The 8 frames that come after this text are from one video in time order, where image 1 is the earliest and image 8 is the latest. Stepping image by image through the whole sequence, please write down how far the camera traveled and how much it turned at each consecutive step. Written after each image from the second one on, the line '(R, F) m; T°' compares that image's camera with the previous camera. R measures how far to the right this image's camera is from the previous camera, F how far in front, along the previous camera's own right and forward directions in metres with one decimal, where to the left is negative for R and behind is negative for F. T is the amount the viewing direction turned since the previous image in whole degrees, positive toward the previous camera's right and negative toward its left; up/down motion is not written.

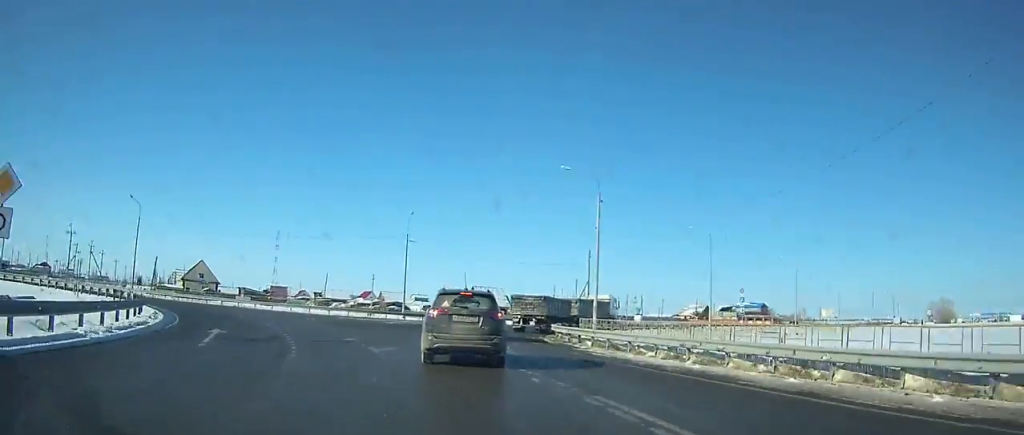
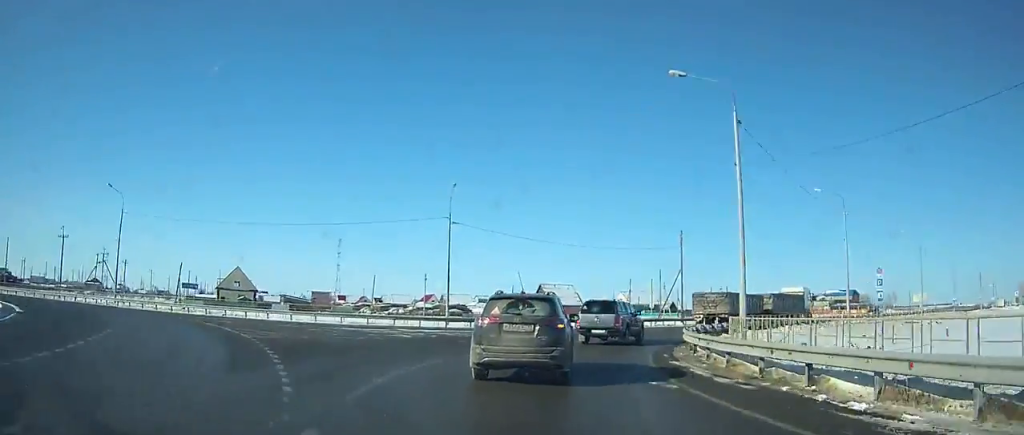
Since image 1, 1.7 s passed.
(-1.5, +15.8) m; +2°
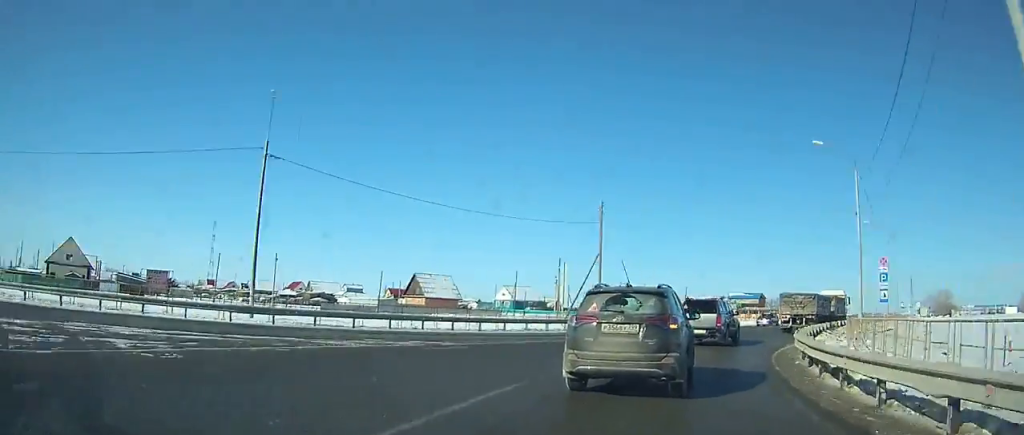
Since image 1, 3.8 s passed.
(+0.4, +19.1) m; +9°
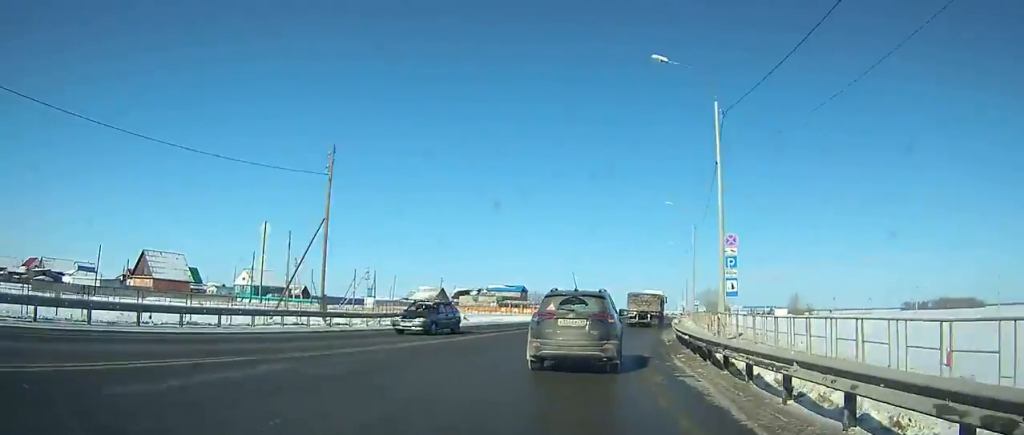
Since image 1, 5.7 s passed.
(+0.4, +17.2) m; +14°
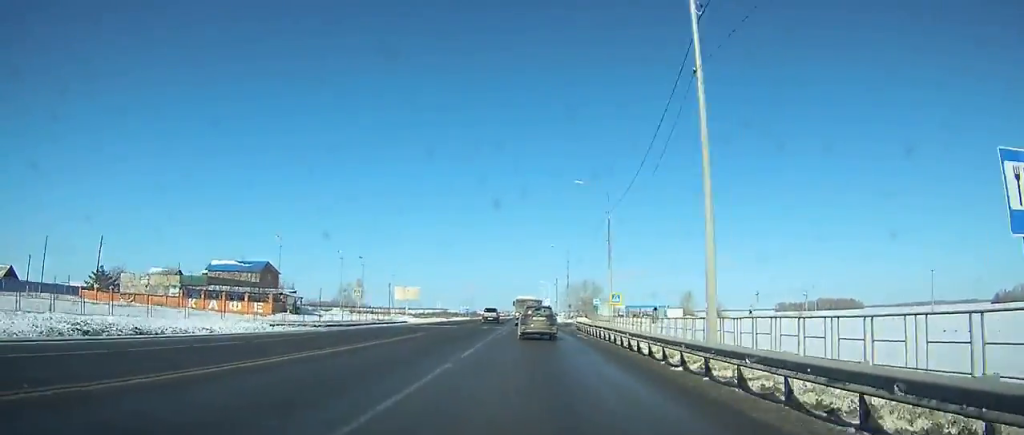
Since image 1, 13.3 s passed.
(+20.6, +82.0) m; +16°
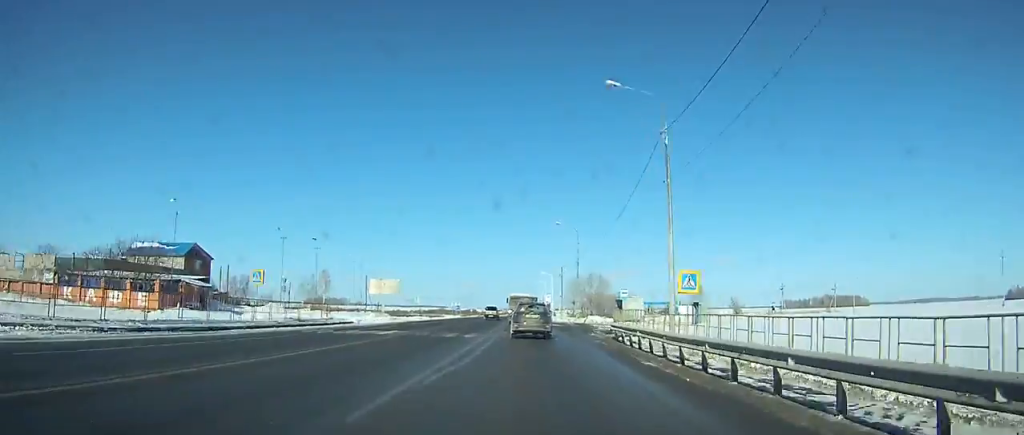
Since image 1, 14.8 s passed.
(0.0, +19.5) m; 0°
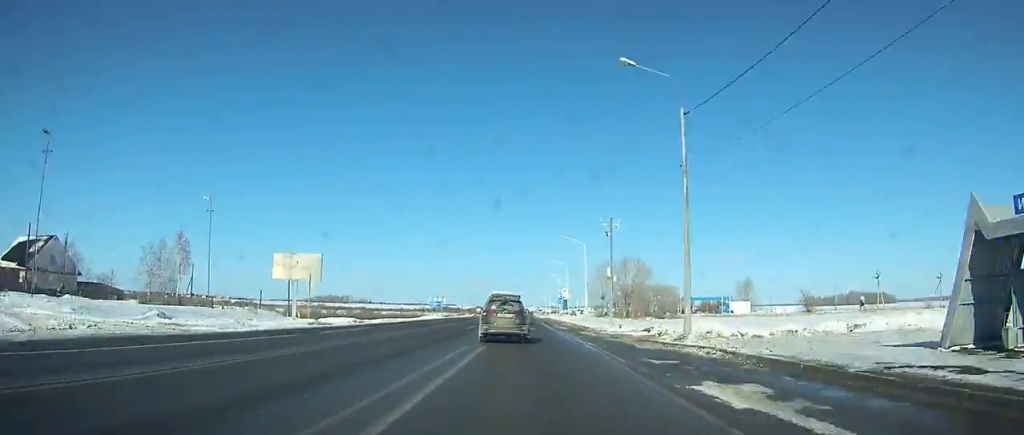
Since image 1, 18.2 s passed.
(-0.2, +46.4) m; -1°
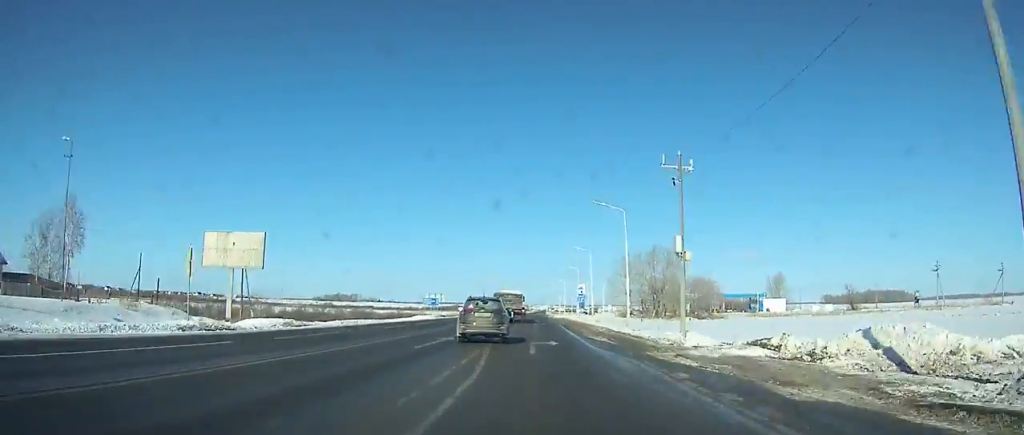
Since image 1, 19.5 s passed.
(-0.3, +17.3) m; 0°
